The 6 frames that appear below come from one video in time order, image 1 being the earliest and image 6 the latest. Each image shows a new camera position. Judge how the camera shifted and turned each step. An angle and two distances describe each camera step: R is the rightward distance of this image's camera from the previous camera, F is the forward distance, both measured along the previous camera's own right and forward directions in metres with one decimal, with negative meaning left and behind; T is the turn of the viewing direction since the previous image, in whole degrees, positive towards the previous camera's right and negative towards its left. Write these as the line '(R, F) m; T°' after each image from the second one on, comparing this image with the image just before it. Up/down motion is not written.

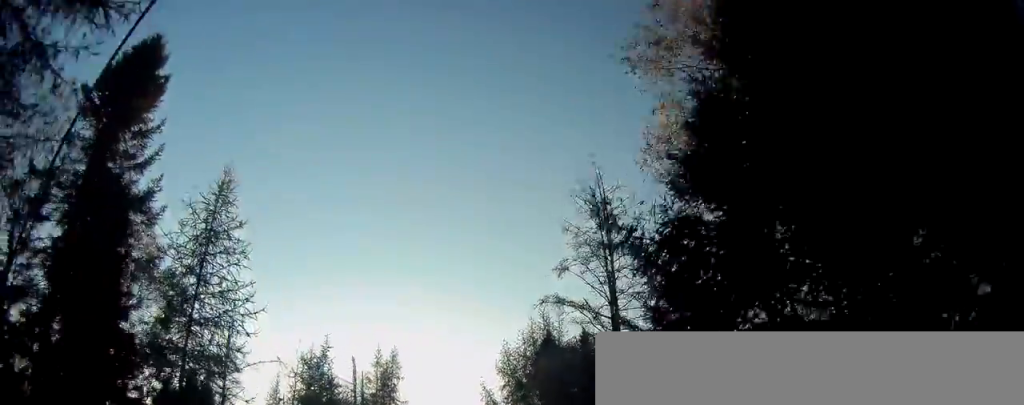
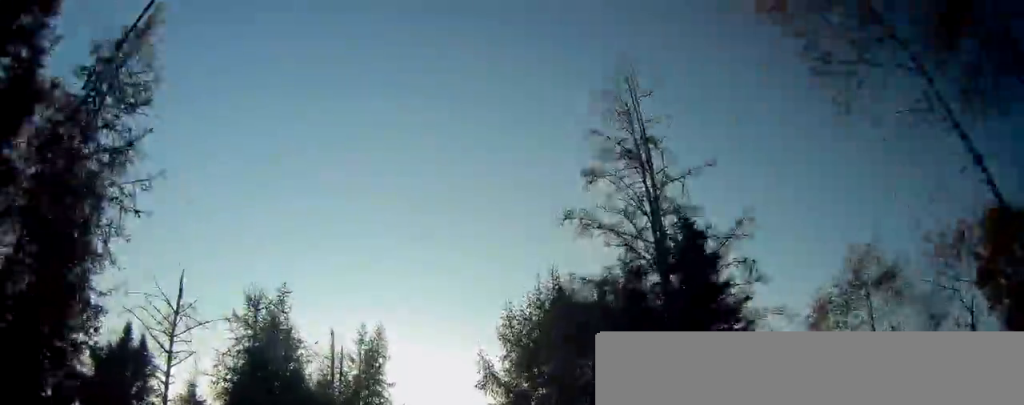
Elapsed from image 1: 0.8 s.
(+0.2, +6.6) m; 0°
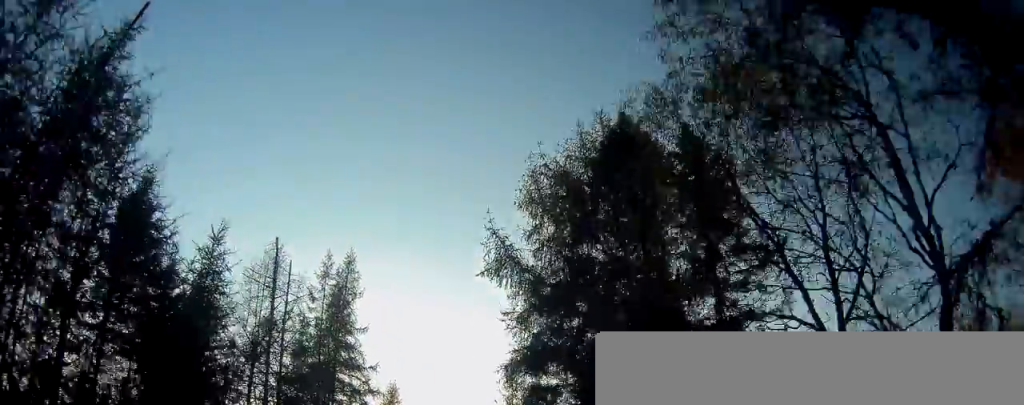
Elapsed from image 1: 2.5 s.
(0.0, +13.9) m; +3°
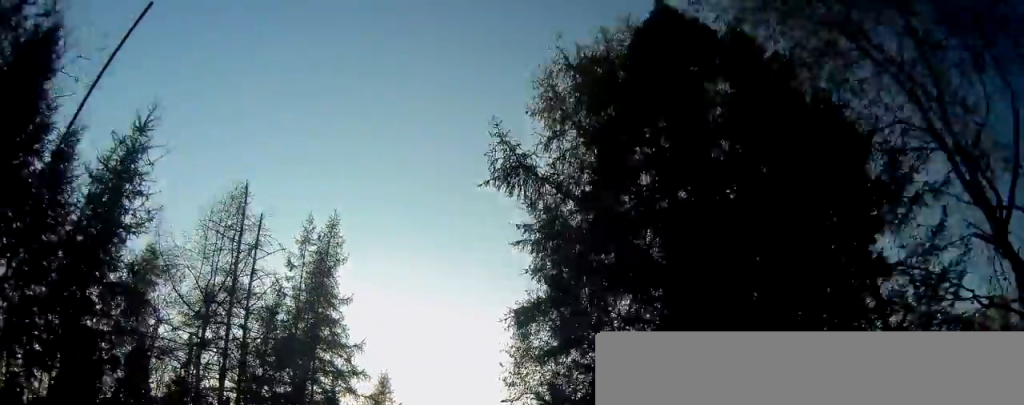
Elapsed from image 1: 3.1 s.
(0.0, +5.0) m; -1°
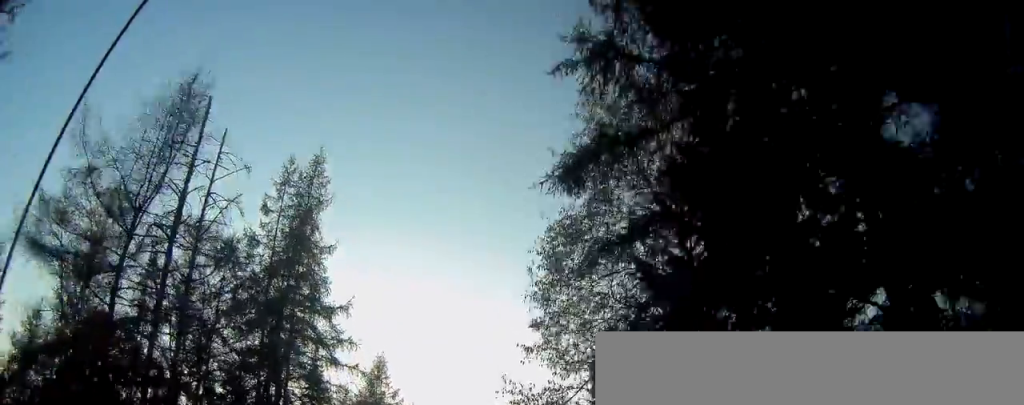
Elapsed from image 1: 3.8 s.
(0.0, +6.3) m; -2°
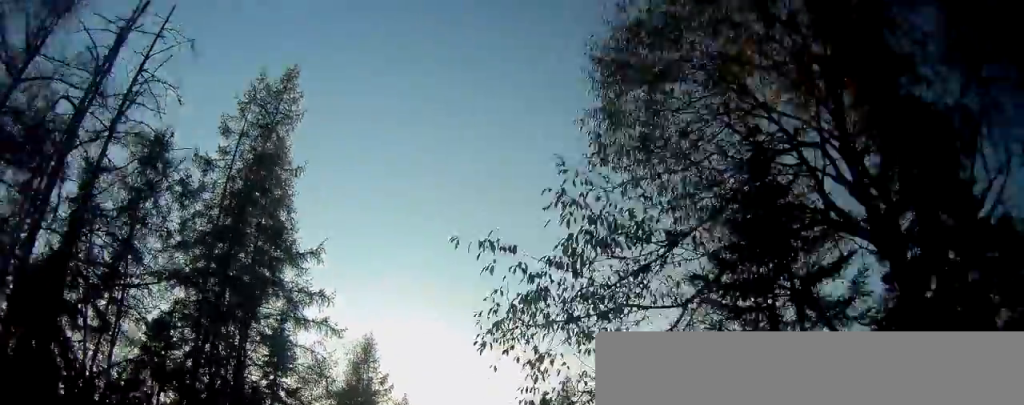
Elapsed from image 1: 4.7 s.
(-0.3, +6.8) m; 0°
